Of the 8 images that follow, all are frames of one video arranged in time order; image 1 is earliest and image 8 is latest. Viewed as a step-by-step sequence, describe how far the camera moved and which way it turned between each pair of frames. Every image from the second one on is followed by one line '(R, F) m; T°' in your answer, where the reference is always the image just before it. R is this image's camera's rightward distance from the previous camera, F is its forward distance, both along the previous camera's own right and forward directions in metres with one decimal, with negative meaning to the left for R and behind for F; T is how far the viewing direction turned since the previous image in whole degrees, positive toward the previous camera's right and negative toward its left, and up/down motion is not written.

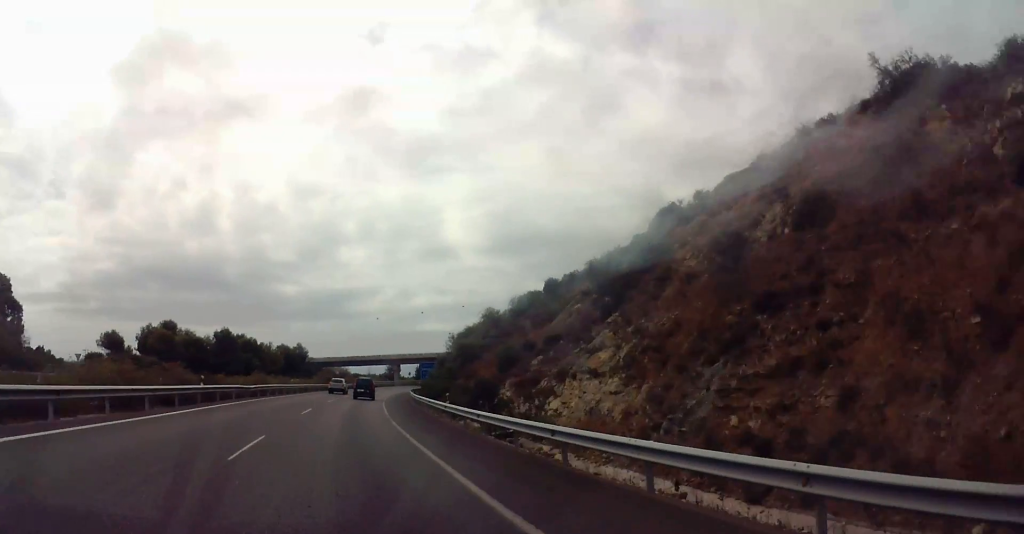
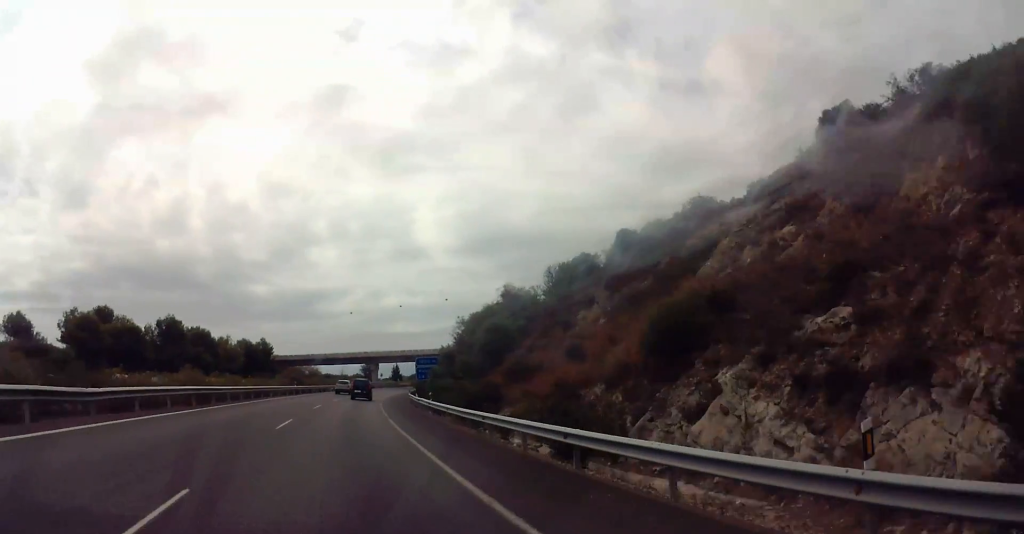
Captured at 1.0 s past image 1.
(0.0, +25.1) m; +1°
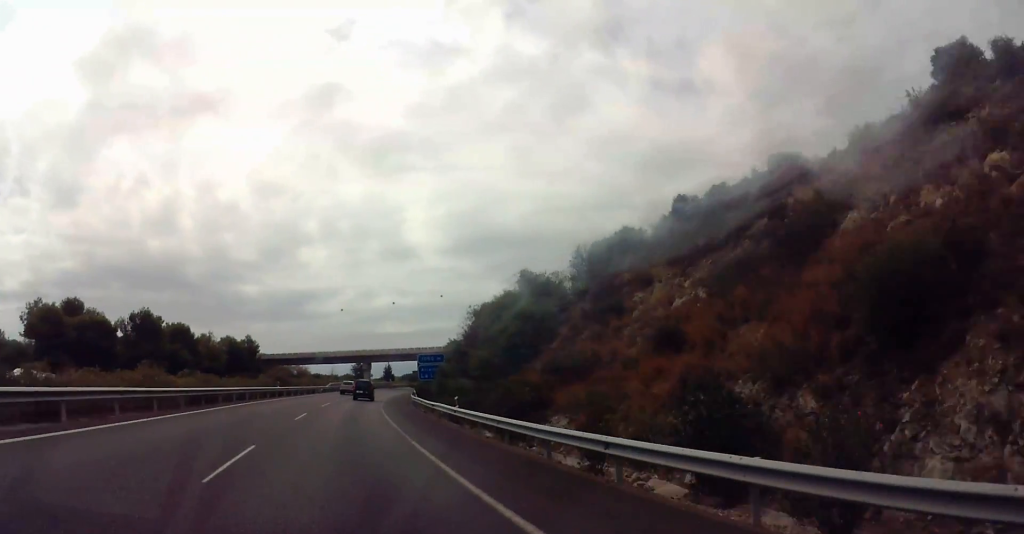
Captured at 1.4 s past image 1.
(-0.1, +10.0) m; +1°
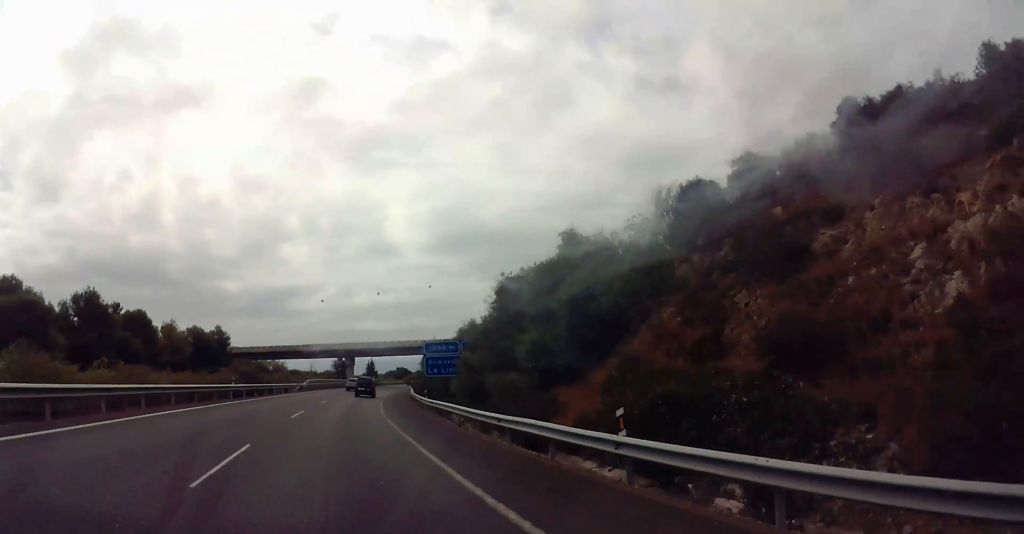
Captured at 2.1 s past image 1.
(+0.2, +17.0) m; +3°
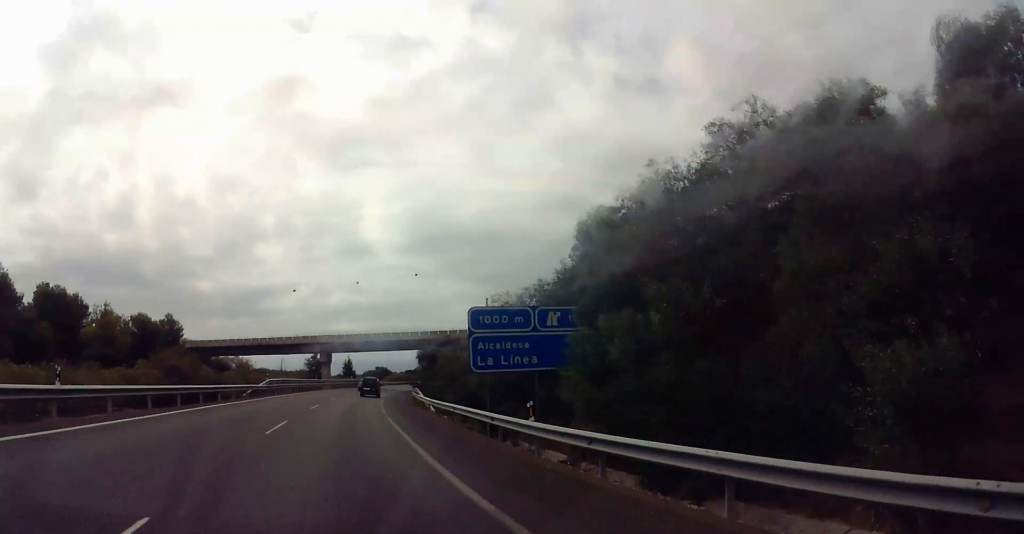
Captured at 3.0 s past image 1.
(+1.2, +23.9) m; +6°
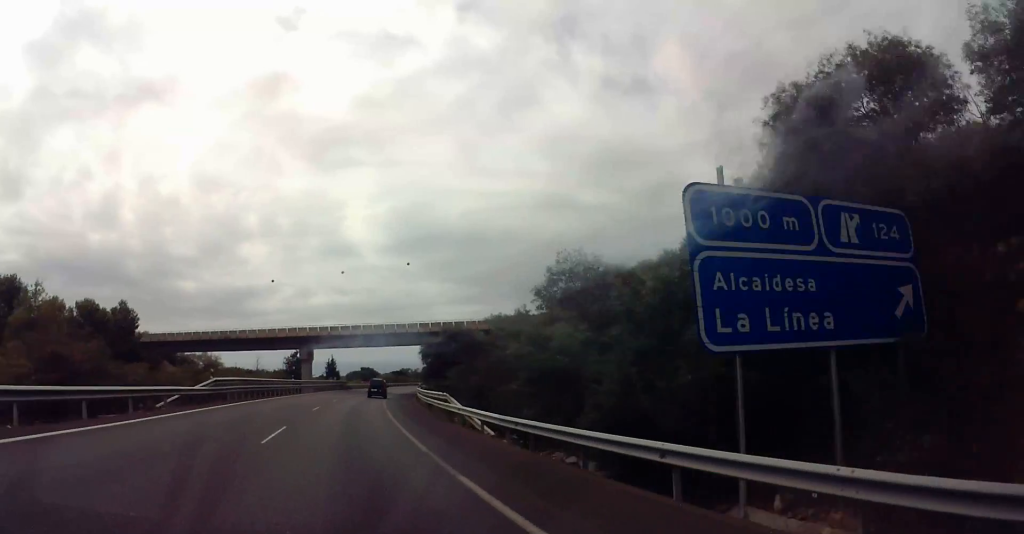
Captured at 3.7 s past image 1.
(+0.9, +16.9) m; +3°
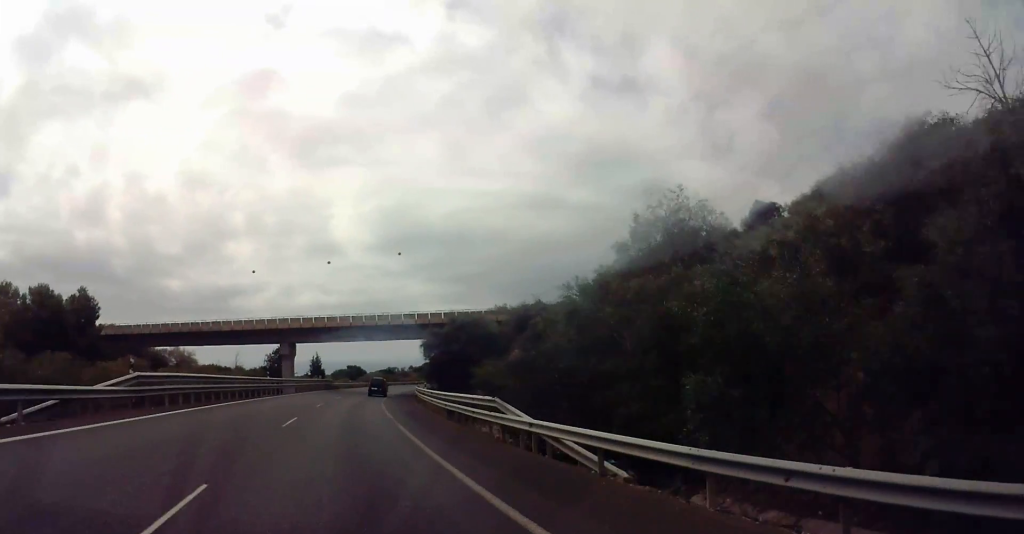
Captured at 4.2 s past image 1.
(+0.1, +12.0) m; 0°
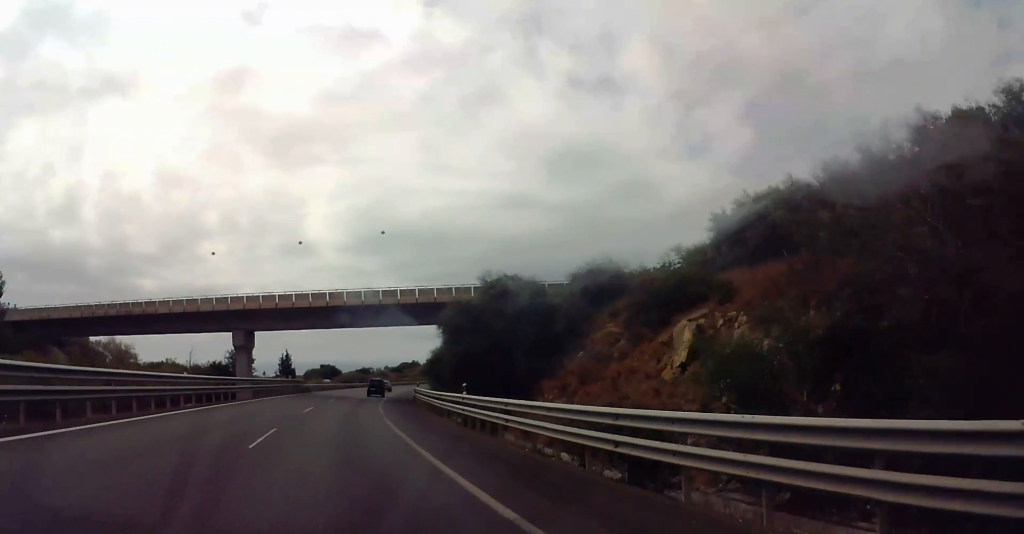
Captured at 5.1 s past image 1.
(0.0, +21.9) m; 0°
